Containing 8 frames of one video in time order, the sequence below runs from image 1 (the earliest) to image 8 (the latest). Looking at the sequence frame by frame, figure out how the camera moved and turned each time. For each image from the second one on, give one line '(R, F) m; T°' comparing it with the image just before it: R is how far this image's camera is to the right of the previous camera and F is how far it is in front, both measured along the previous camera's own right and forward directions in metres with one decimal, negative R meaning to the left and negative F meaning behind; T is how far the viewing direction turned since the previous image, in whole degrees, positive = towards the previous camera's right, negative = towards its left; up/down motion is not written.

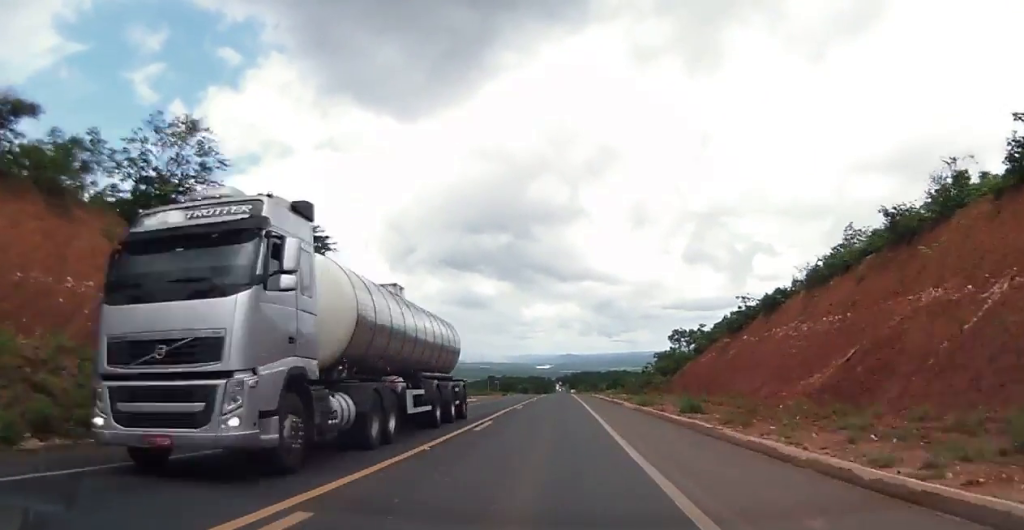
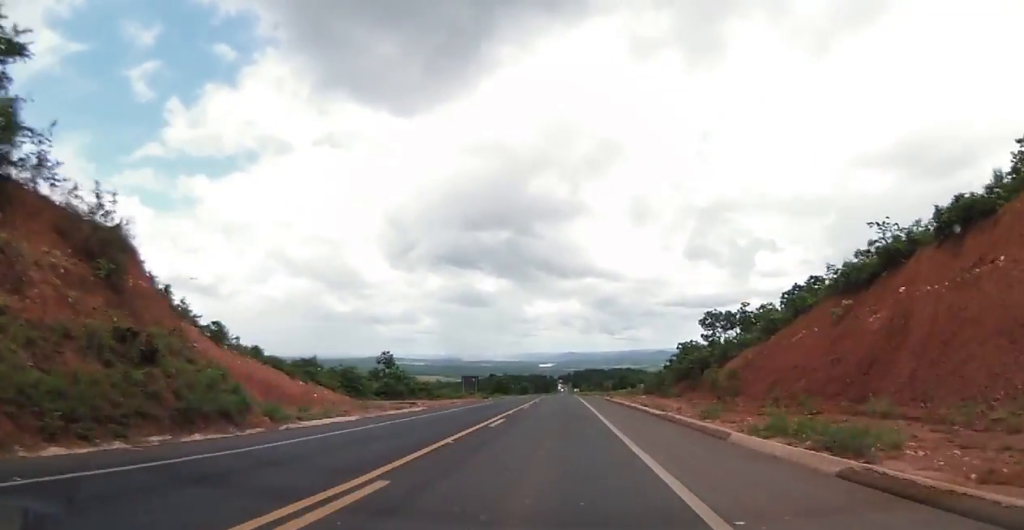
(+0.2, +27.7) m; 0°
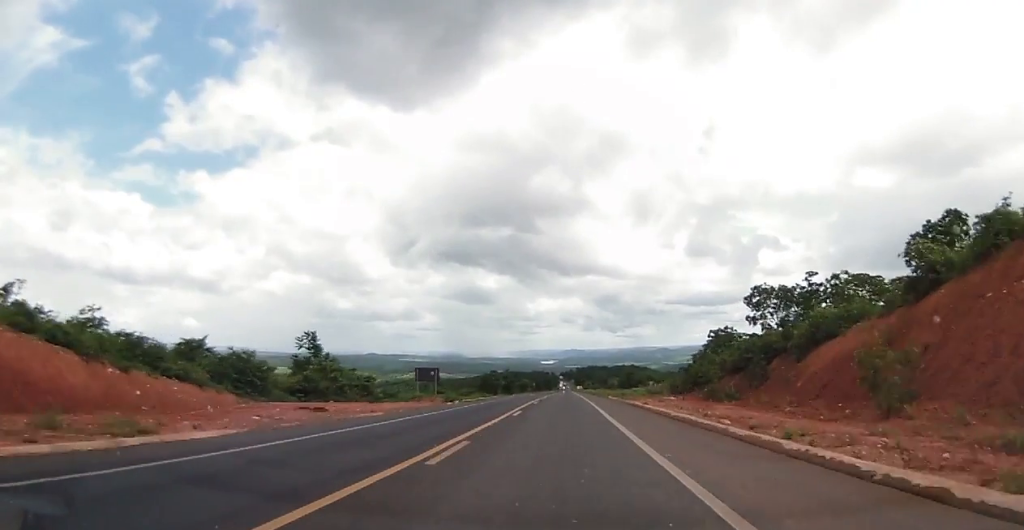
(0.0, +24.6) m; 0°
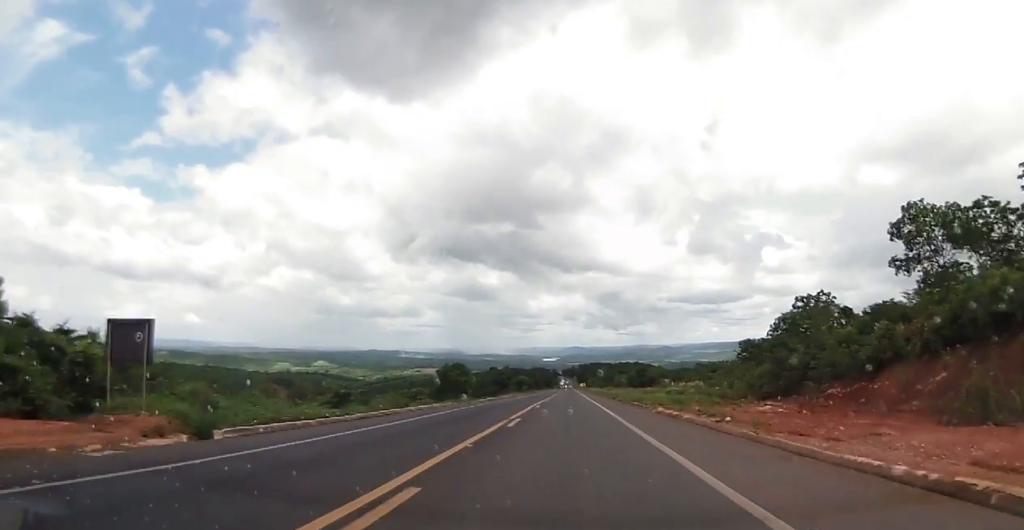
(-0.3, +35.4) m; -1°
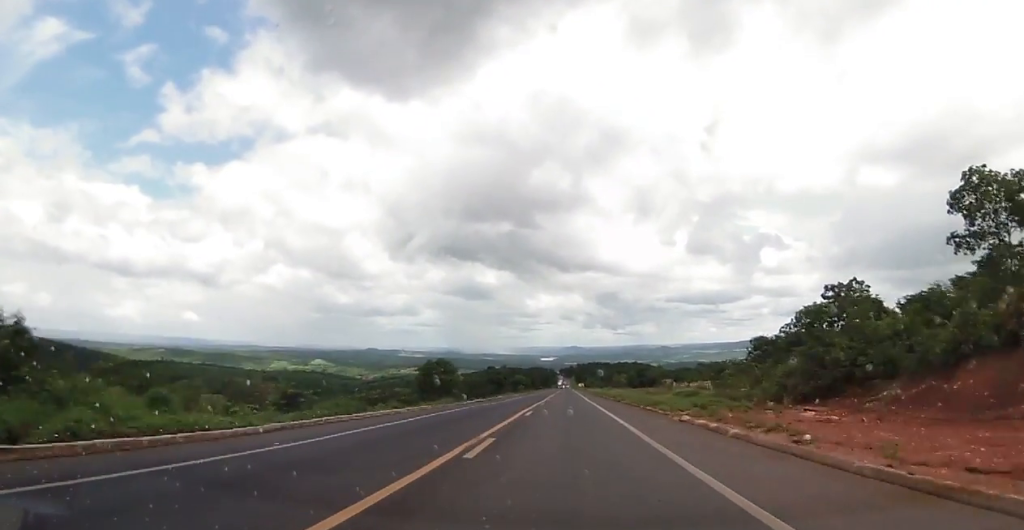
(-0.2, +7.5) m; +1°
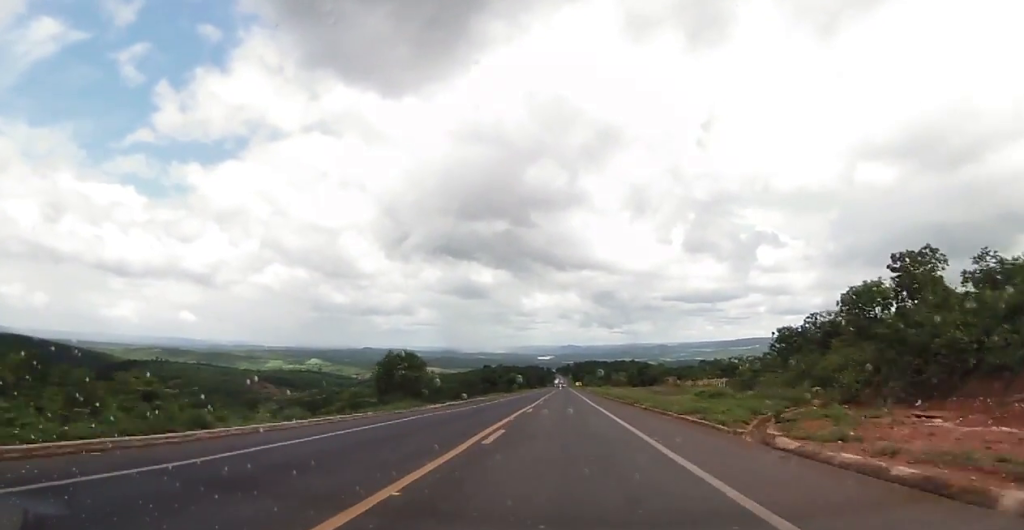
(+0.3, +12.2) m; 0°
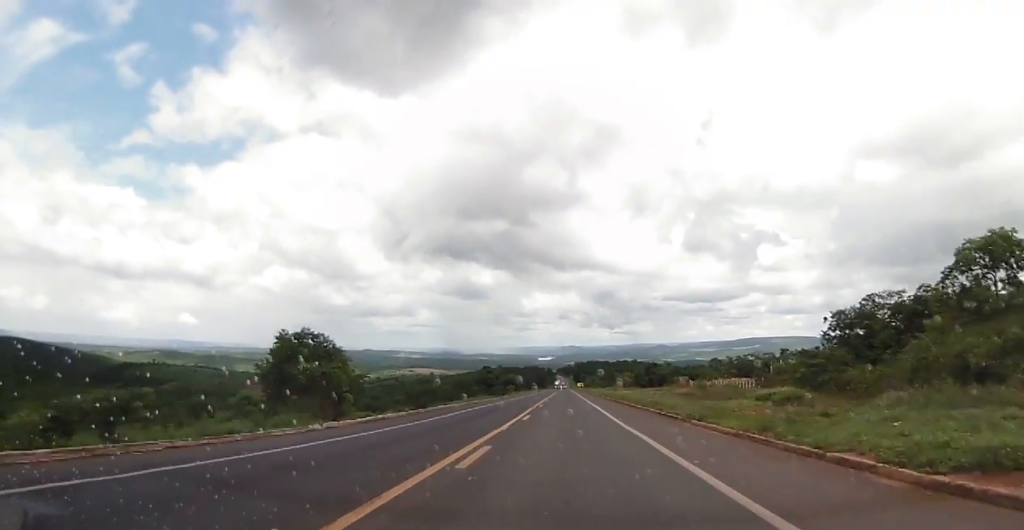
(0.0, +17.8) m; -1°
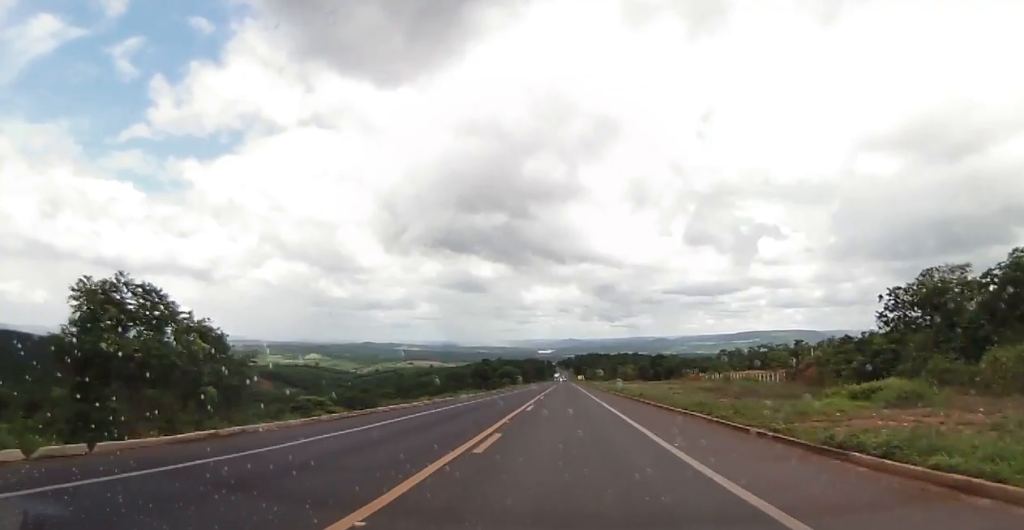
(-0.6, +12.9) m; -1°
